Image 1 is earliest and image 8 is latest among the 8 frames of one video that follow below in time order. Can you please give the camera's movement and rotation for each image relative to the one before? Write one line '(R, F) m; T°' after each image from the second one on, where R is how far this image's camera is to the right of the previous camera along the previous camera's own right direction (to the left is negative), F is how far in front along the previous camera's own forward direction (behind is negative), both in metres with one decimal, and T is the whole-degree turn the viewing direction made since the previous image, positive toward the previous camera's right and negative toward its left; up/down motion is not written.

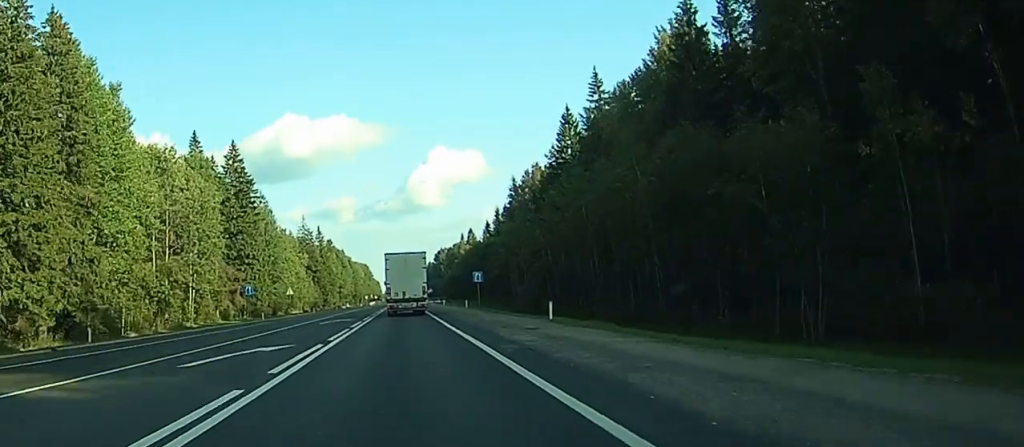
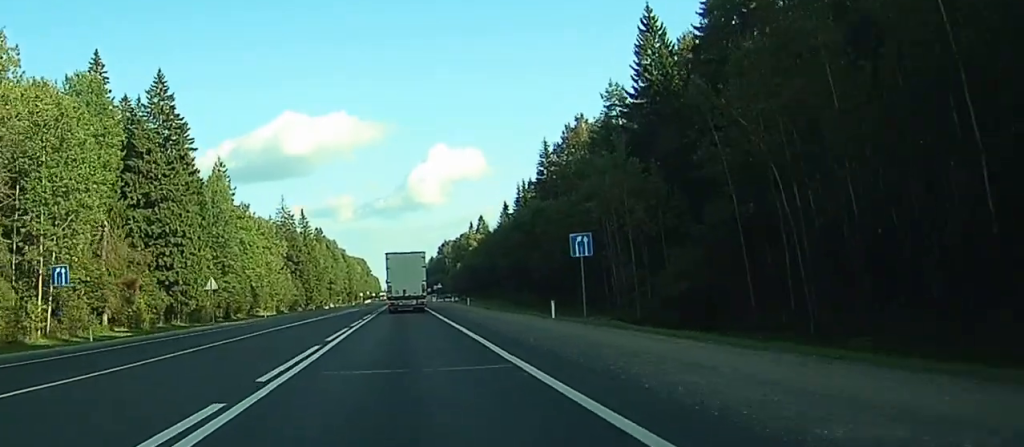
(+0.3, +49.1) m; +1°
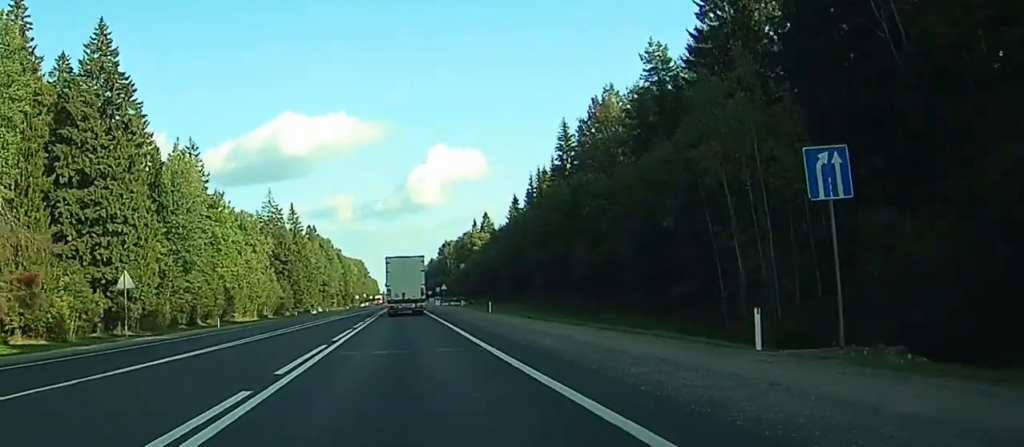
(0.0, +22.1) m; 0°
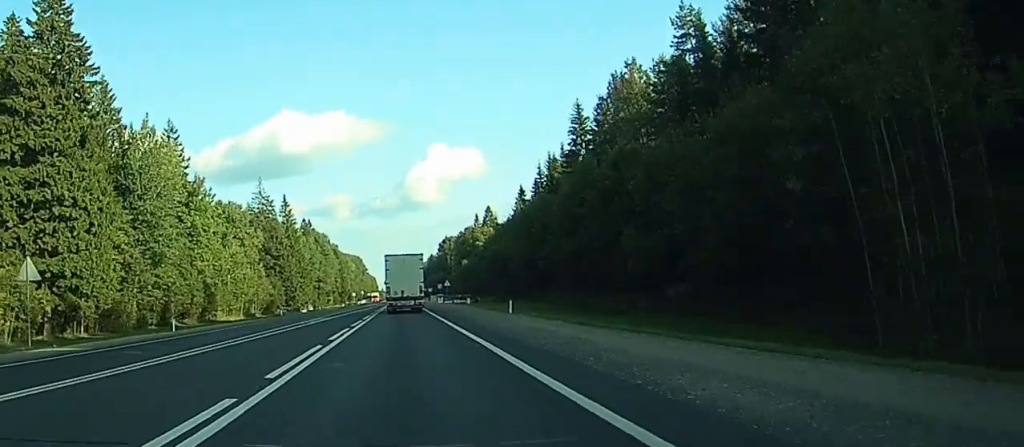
(0.0, +13.0) m; 0°
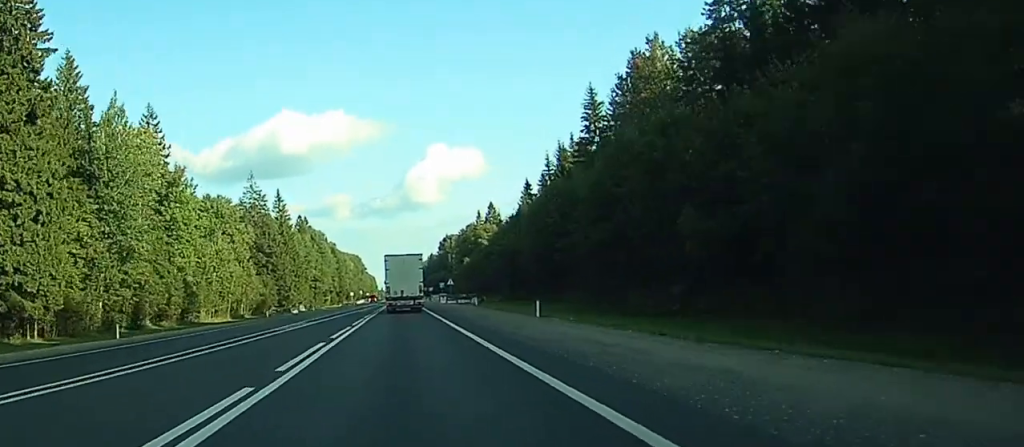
(0.0, +10.7) m; 0°
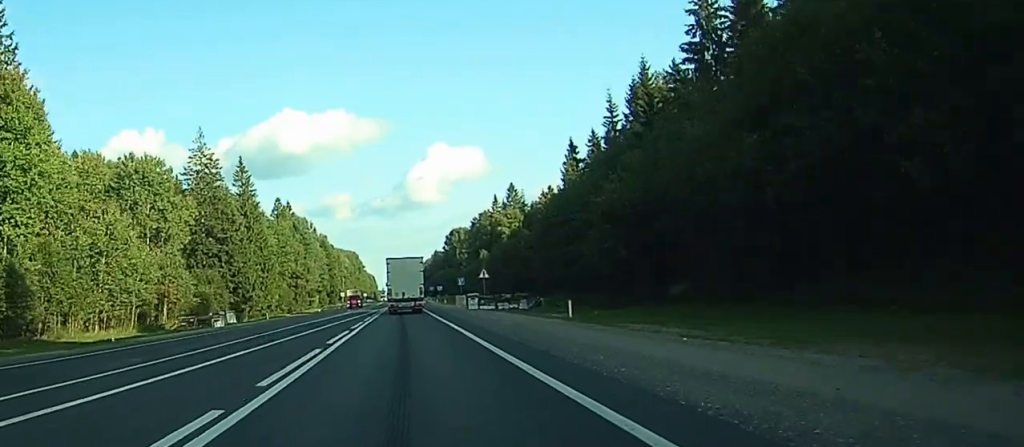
(0.0, +50.2) m; 0°
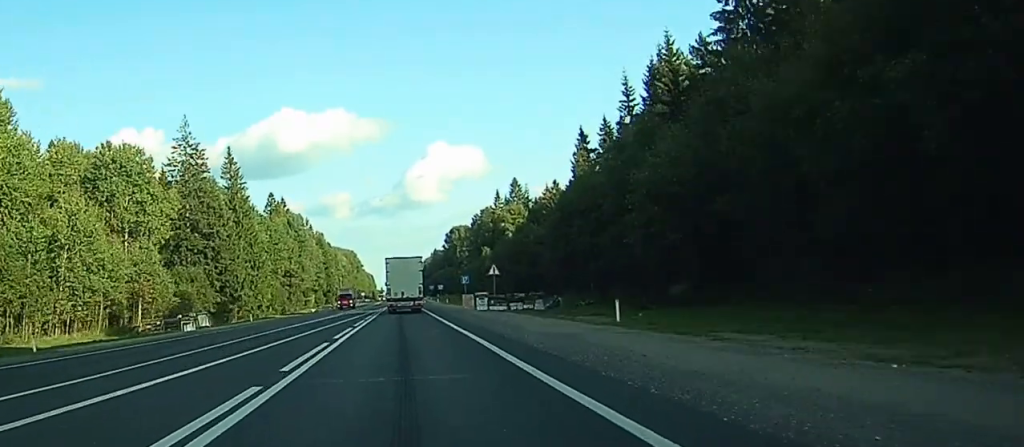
(0.0, +9.3) m; 0°
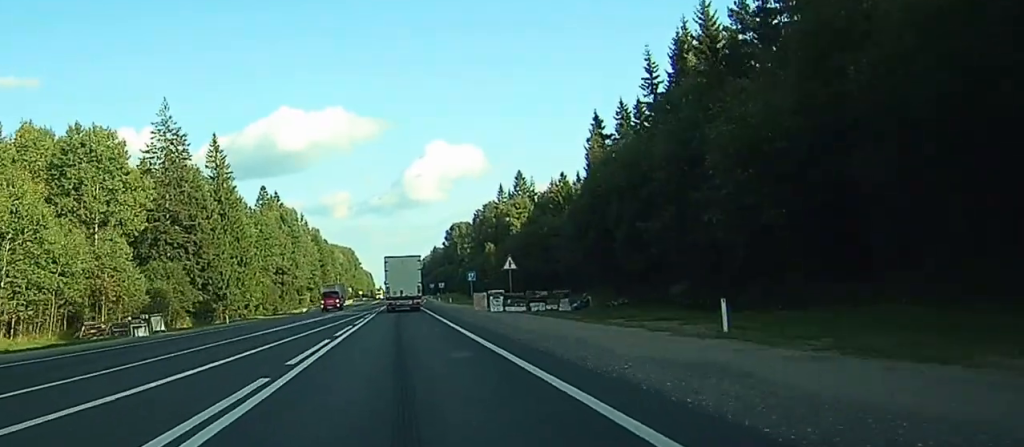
(+0.1, +10.9) m; 0°
